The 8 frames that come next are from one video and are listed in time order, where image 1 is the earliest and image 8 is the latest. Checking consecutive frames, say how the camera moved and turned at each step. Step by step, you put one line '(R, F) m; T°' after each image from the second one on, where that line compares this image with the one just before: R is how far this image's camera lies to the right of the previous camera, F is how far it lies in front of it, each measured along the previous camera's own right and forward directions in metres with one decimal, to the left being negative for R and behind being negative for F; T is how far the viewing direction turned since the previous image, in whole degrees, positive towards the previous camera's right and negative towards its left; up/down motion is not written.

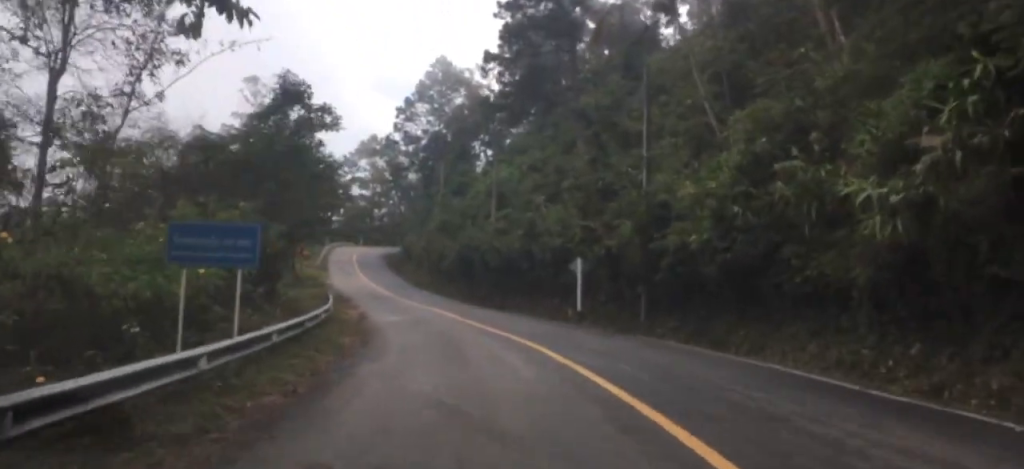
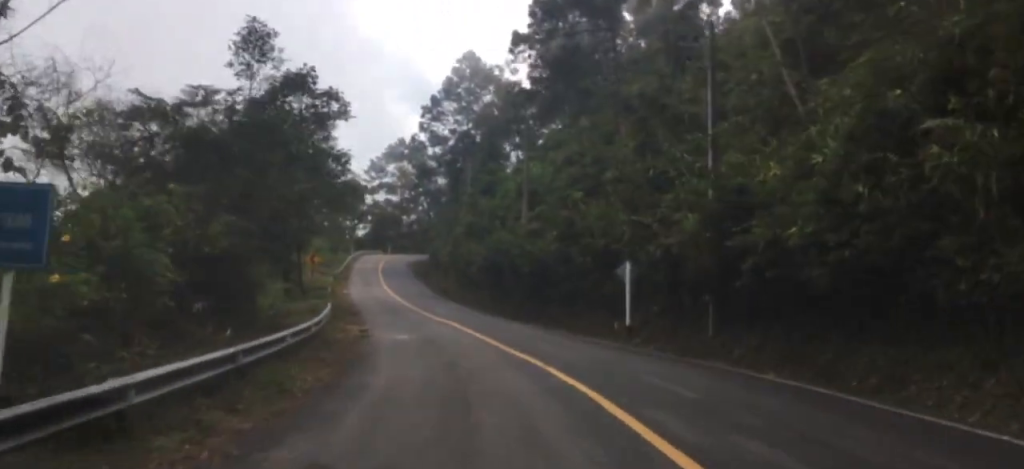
(+0.3, +6.3) m; +3°
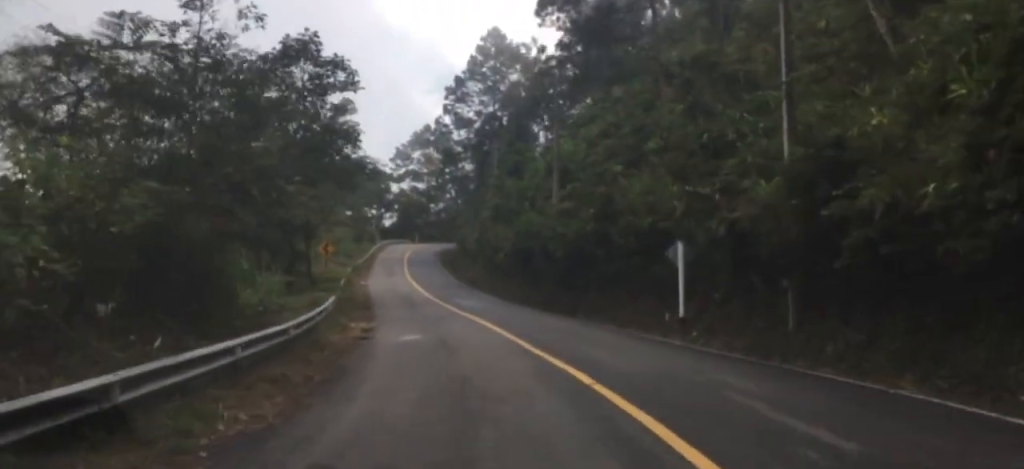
(+0.1, +4.5) m; +1°
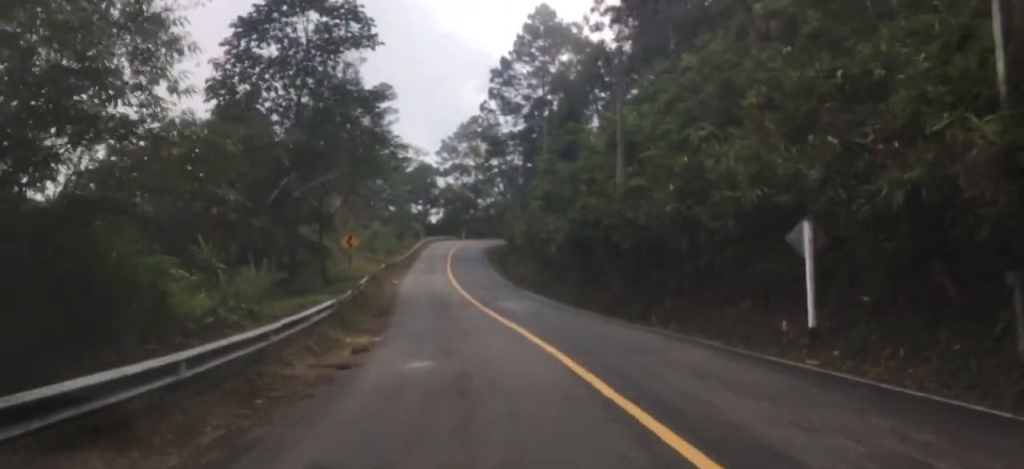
(+0.2, +7.3) m; -4°
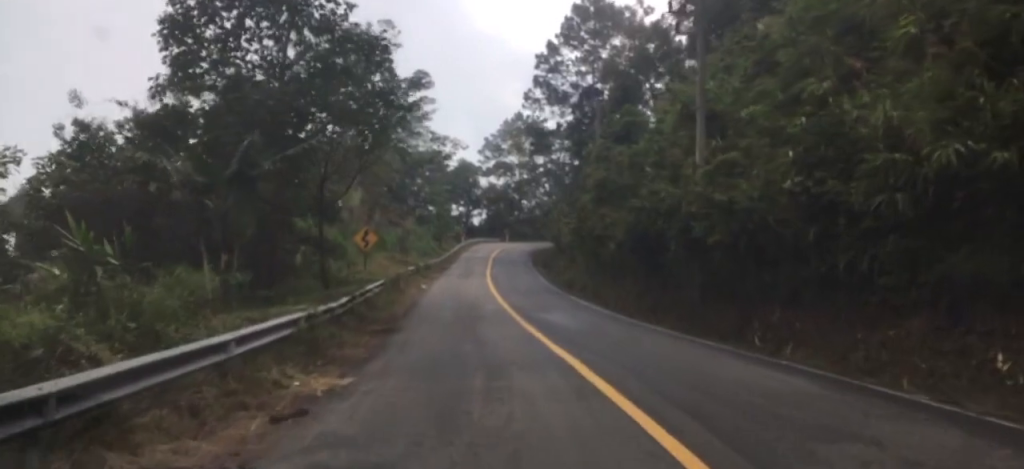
(-0.6, +7.0) m; -4°
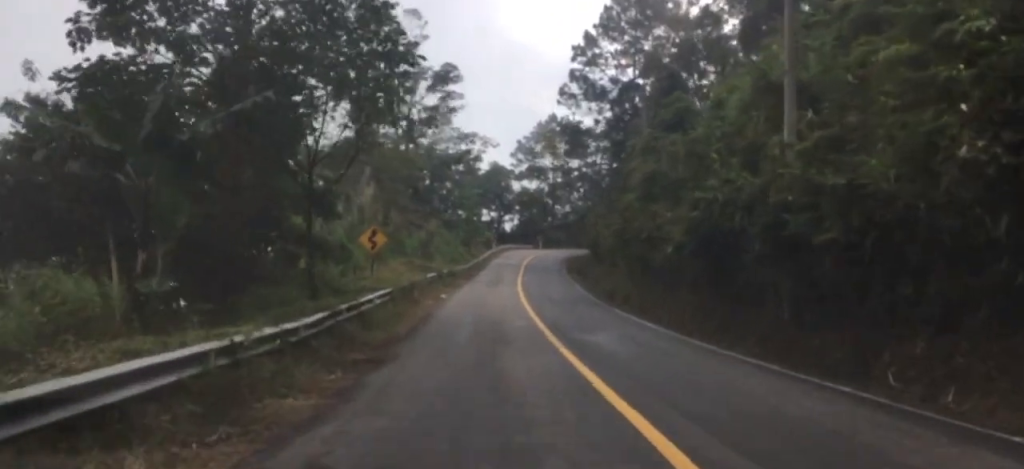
(-0.2, +5.6) m; -2°
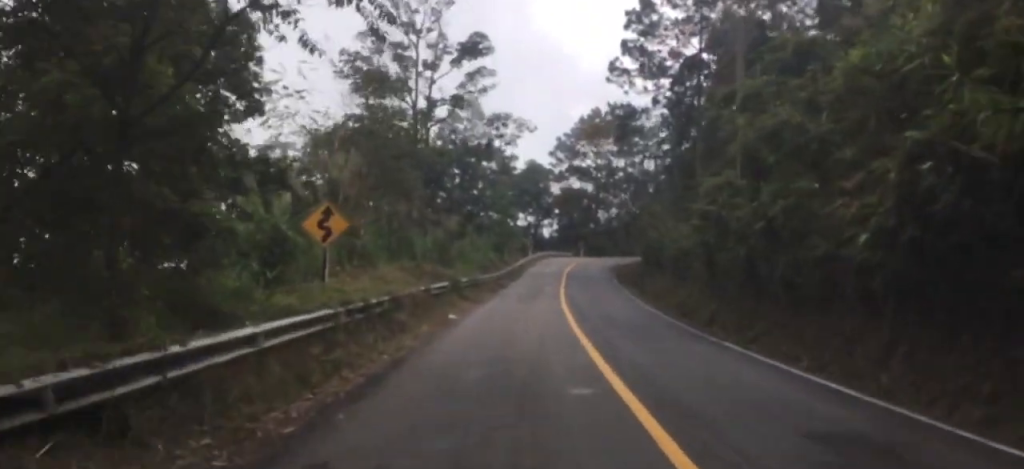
(-0.2, +12.0) m; -6°
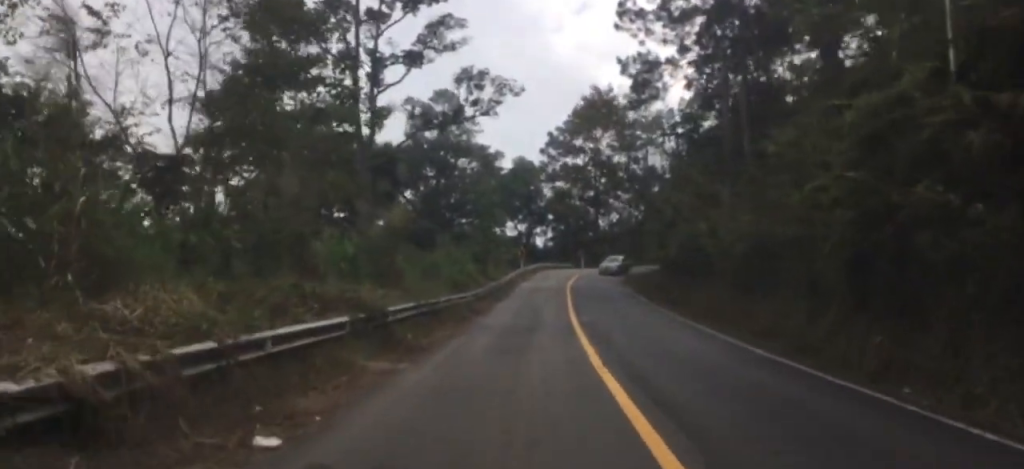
(-1.6, +15.4) m; -2°
